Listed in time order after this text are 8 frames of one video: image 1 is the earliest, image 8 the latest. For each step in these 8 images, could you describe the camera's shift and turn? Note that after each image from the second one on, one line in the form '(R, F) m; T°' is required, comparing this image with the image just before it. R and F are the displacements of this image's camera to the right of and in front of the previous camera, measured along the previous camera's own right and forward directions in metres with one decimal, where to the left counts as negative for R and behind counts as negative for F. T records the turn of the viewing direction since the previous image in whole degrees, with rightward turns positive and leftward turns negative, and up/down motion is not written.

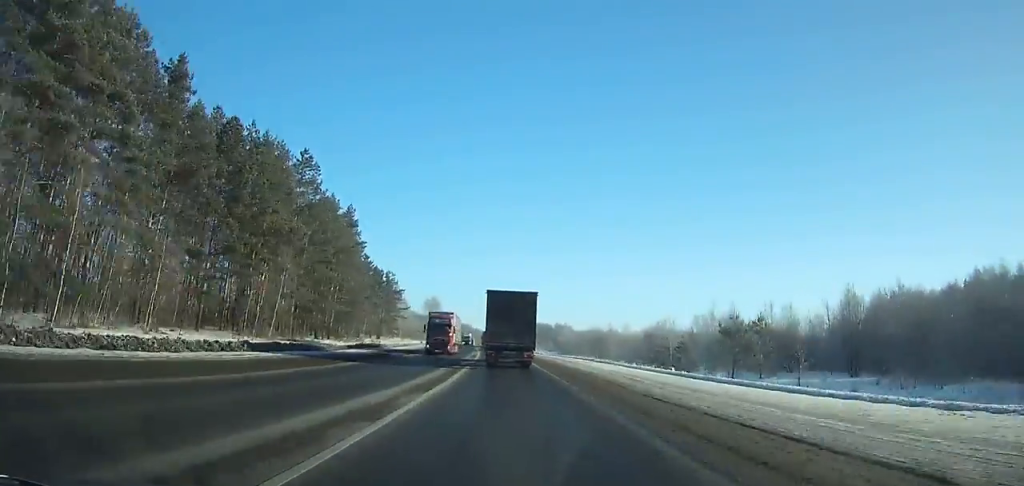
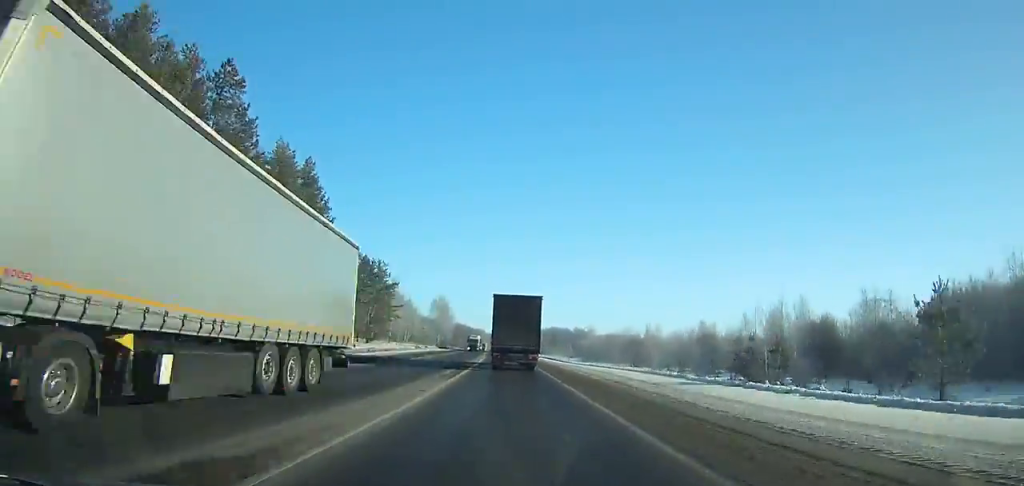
(0.0, +25.1) m; -2°
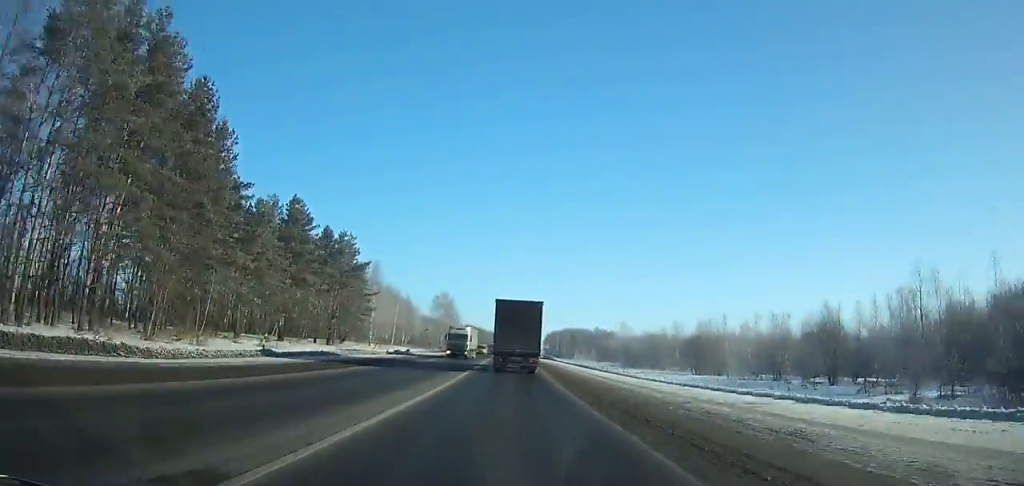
(-0.9, +32.7) m; -1°
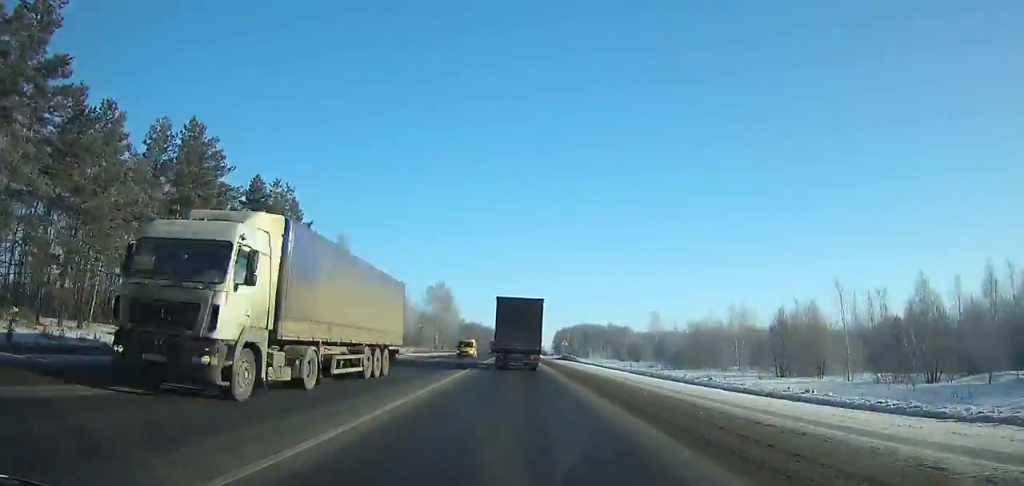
(-0.3, +26.9) m; -1°
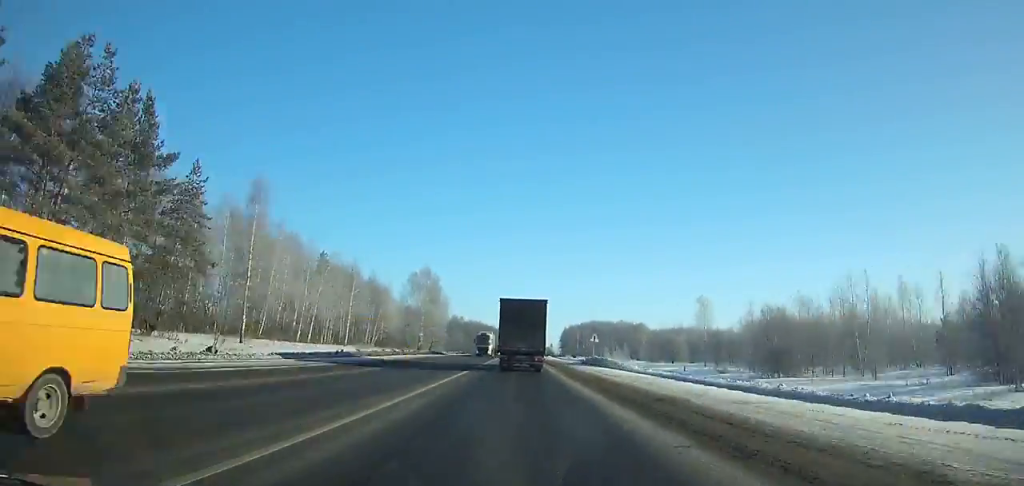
(-0.1, +30.7) m; 0°
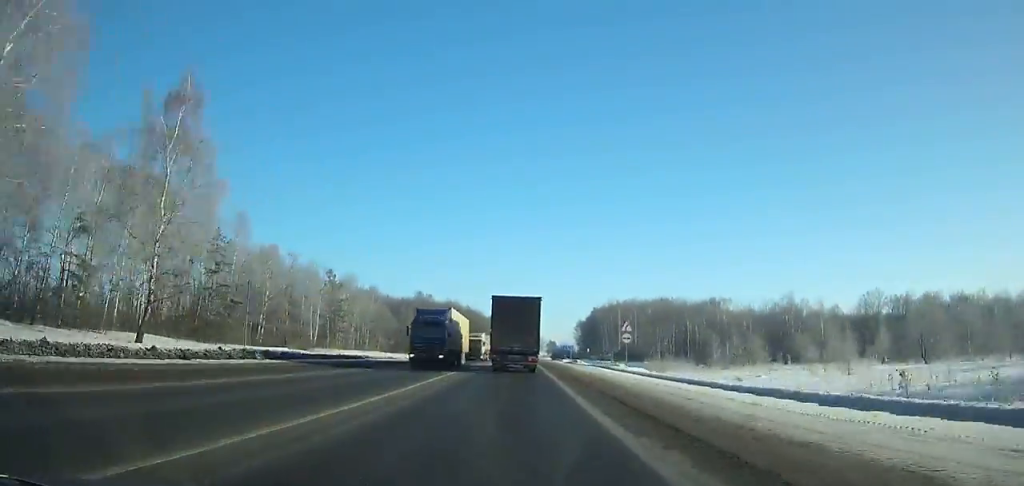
(0.0, +115.1) m; 0°
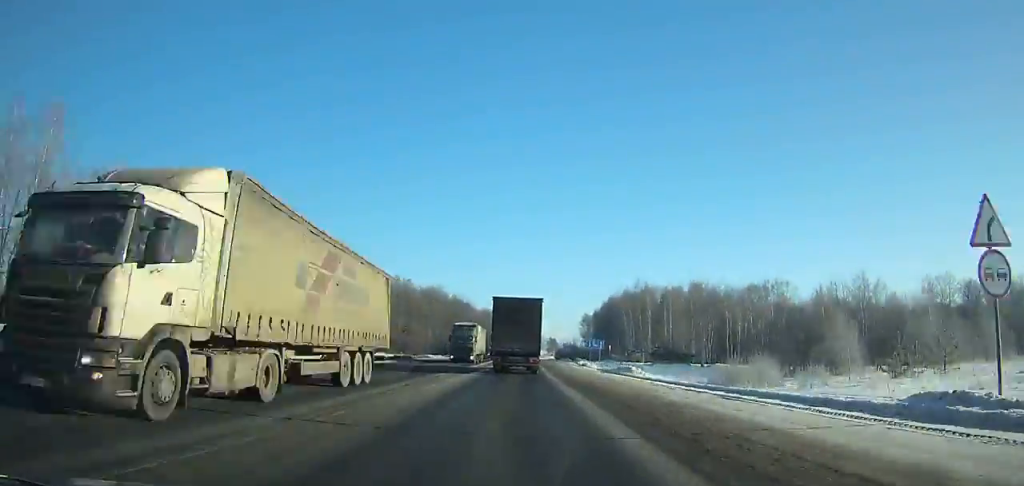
(0.0, +38.5) m; 0°
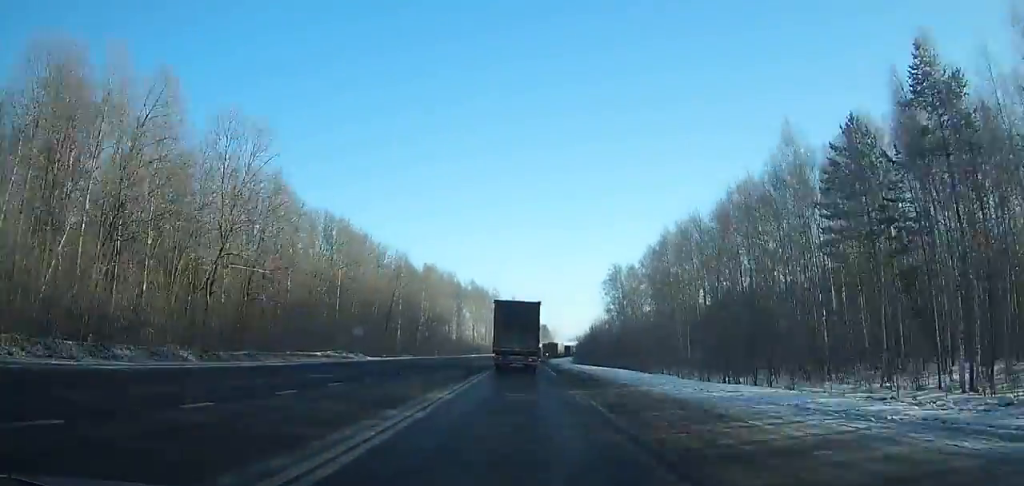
(+2.6, +131.6) m; +2°
